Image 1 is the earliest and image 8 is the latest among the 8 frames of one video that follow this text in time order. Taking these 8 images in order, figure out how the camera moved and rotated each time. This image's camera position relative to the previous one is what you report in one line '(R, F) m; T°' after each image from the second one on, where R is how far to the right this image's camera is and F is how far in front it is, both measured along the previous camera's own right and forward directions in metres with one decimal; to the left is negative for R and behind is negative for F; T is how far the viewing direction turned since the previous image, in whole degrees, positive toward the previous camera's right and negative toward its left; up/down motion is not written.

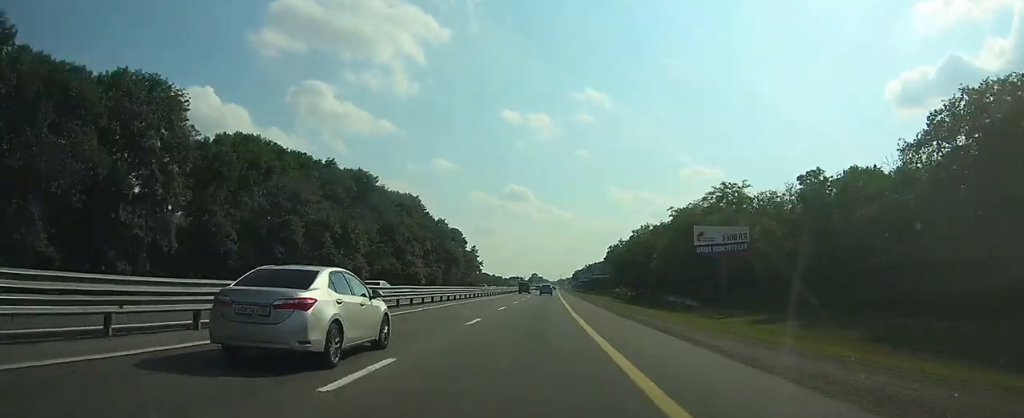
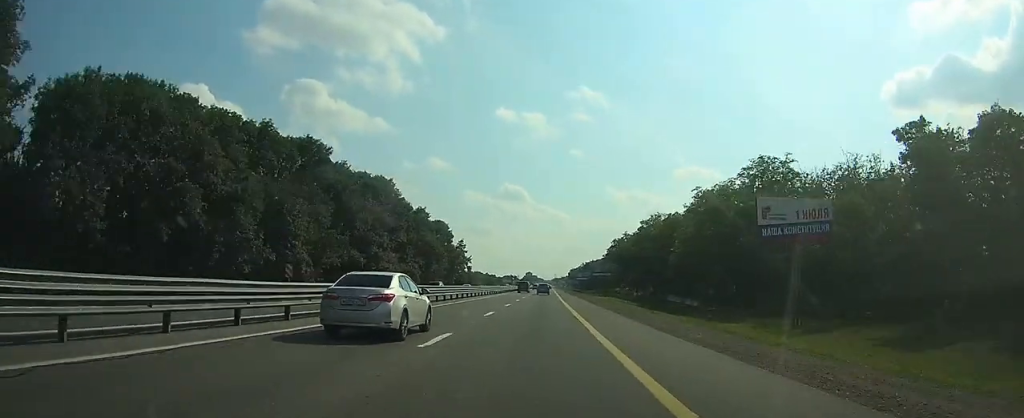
(+0.1, +18.9) m; 0°
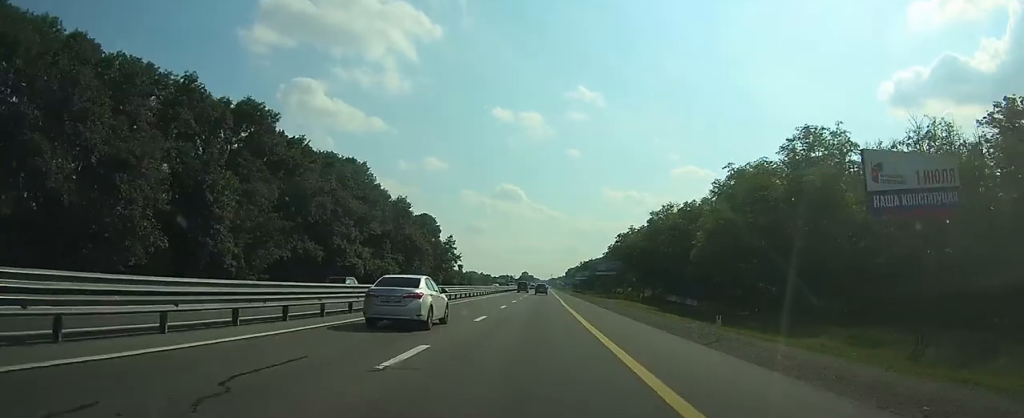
(0.0, +14.9) m; 0°
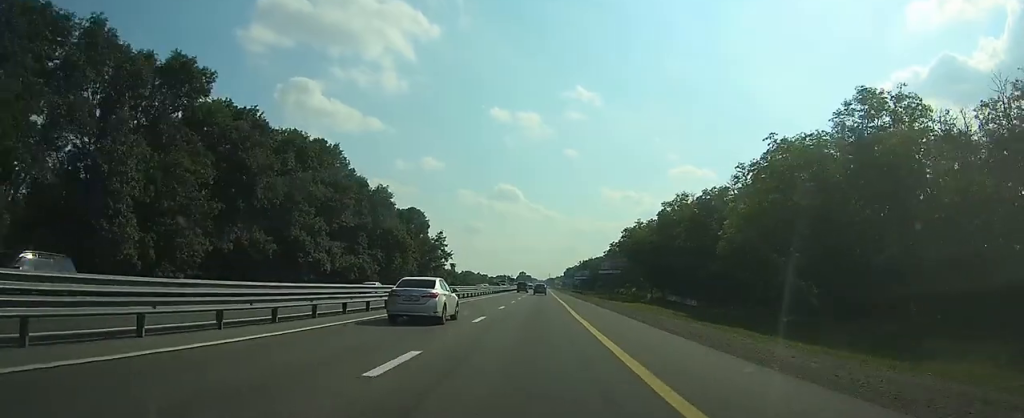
(0.0, +12.5) m; 0°
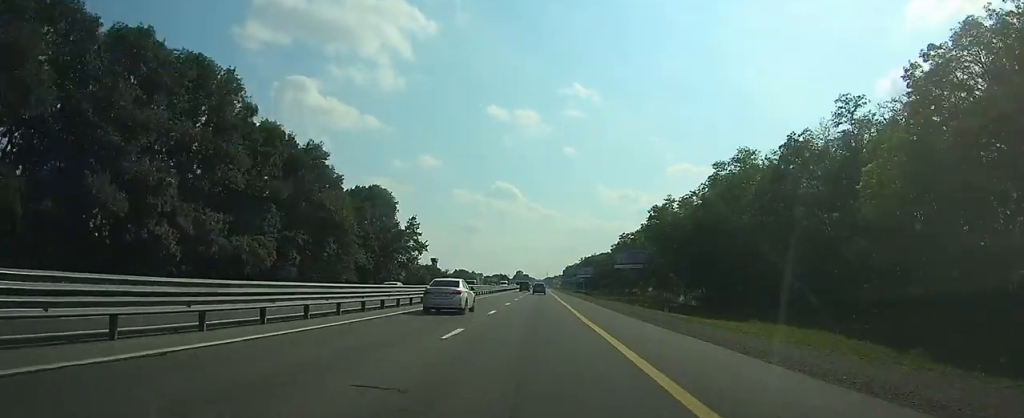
(0.0, +30.1) m; 0°
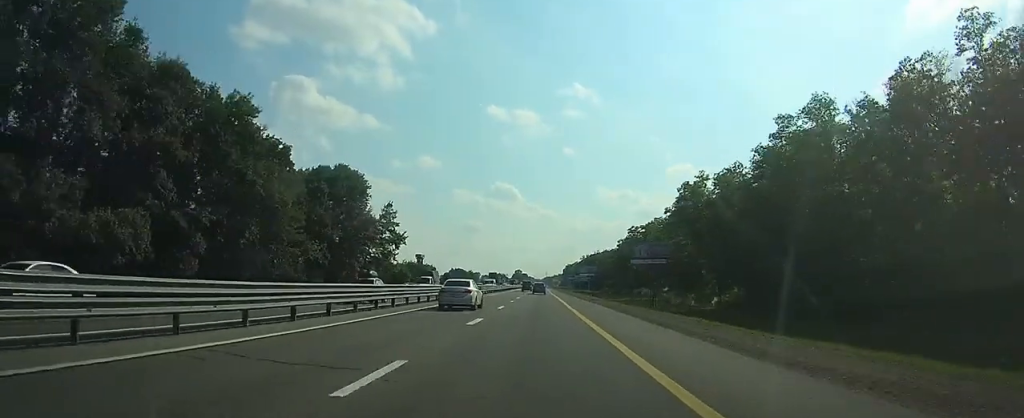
(0.0, +18.6) m; 0°
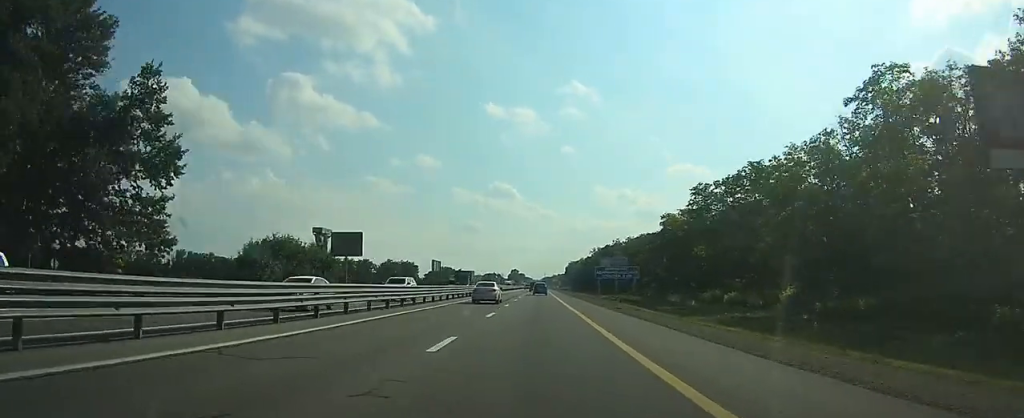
(+0.5, +66.1) m; +1°
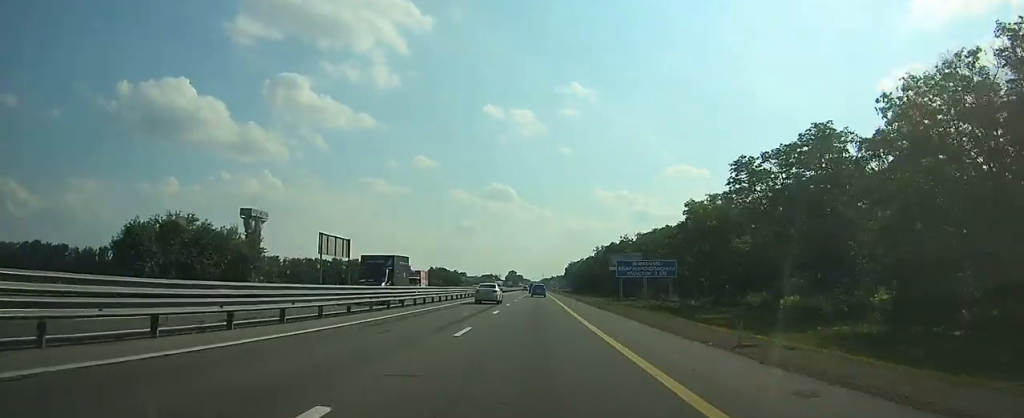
(0.0, +20.0) m; 0°
